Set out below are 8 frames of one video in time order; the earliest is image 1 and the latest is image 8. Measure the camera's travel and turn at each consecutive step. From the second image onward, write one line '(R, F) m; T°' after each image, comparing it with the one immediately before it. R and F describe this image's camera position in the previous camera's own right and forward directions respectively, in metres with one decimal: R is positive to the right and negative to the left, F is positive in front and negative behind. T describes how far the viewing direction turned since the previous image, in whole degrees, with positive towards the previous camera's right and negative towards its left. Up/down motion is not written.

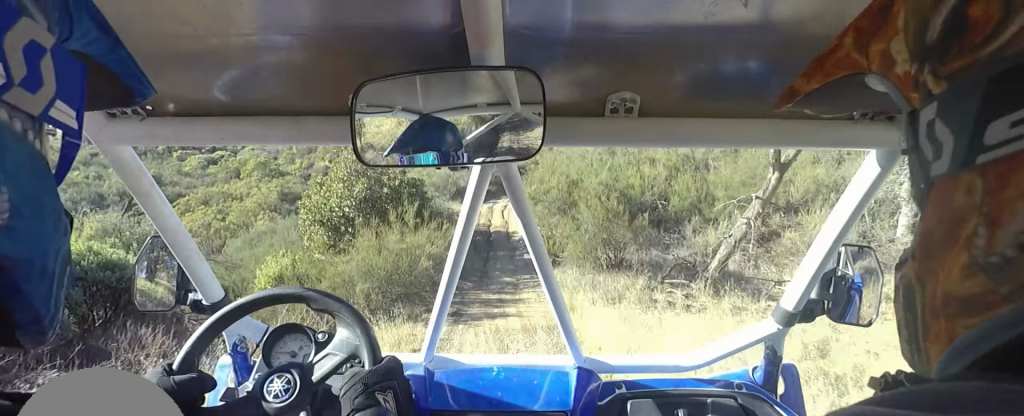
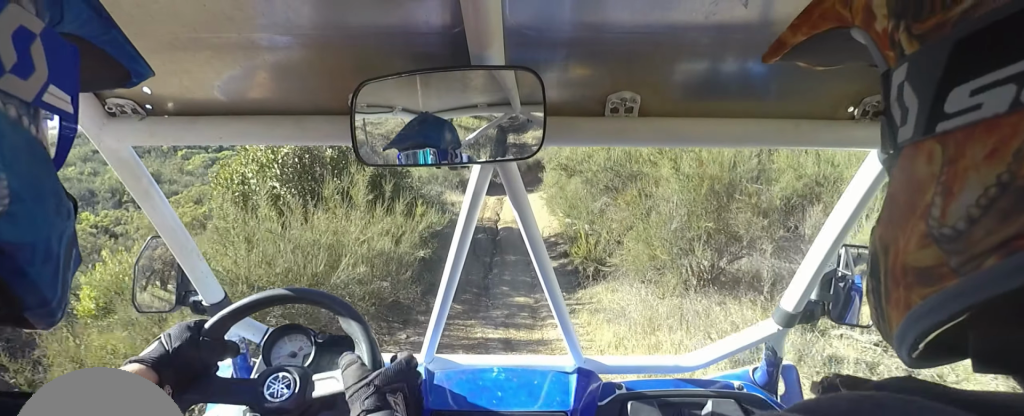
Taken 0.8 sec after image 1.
(-0.6, +5.4) m; -8°
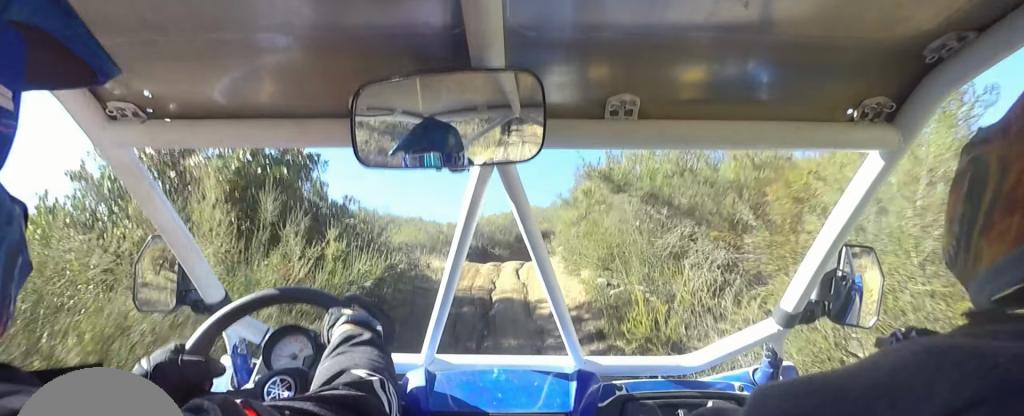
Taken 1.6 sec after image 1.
(-0.8, +5.1) m; 0°
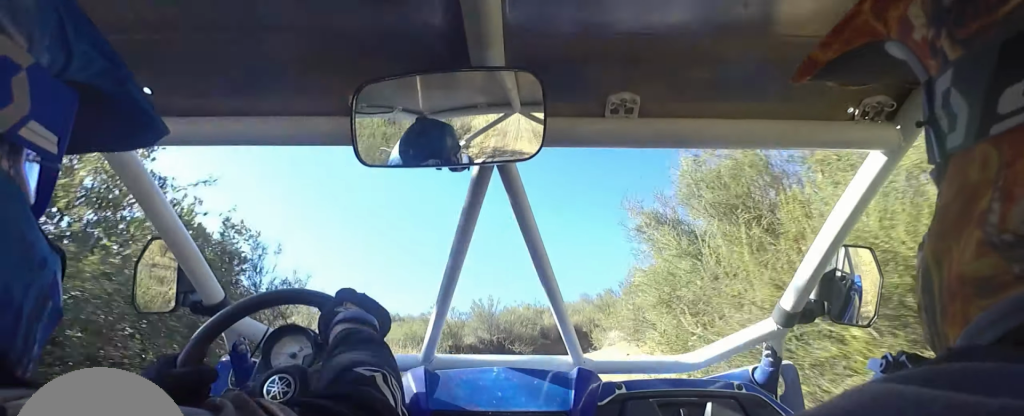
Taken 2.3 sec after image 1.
(+0.8, +5.2) m; +11°
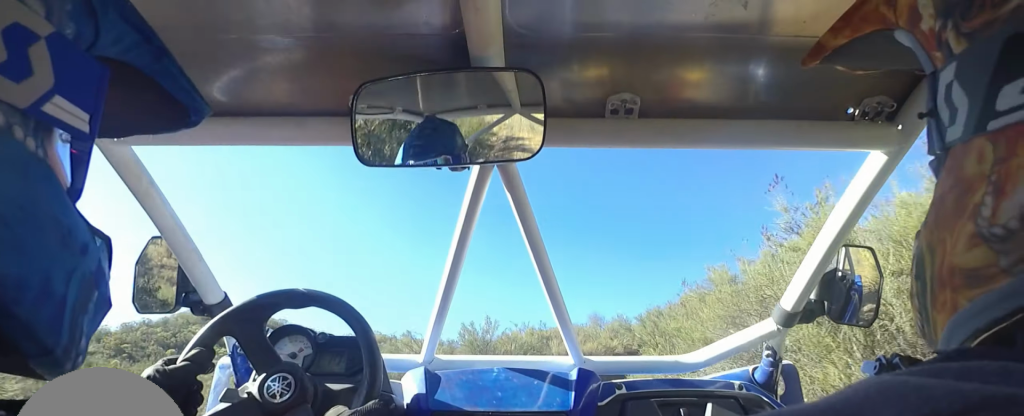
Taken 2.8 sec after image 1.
(+0.3, +3.8) m; +2°
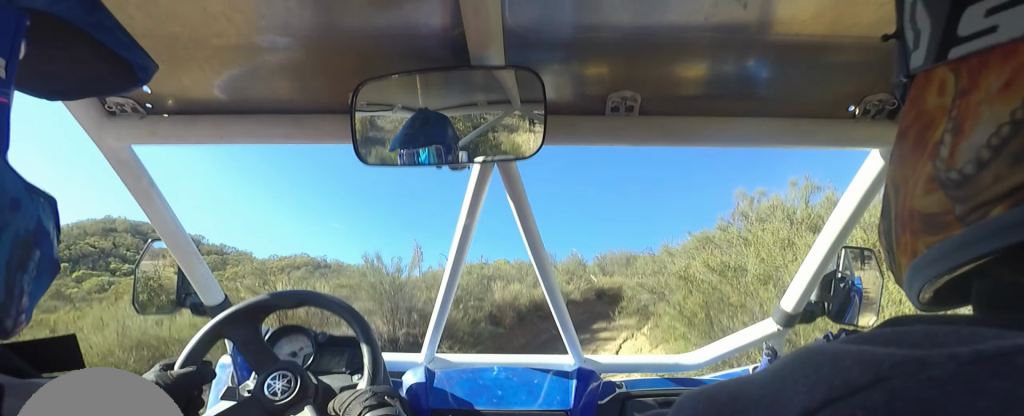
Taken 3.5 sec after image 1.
(+0.3, +4.8) m; 0°
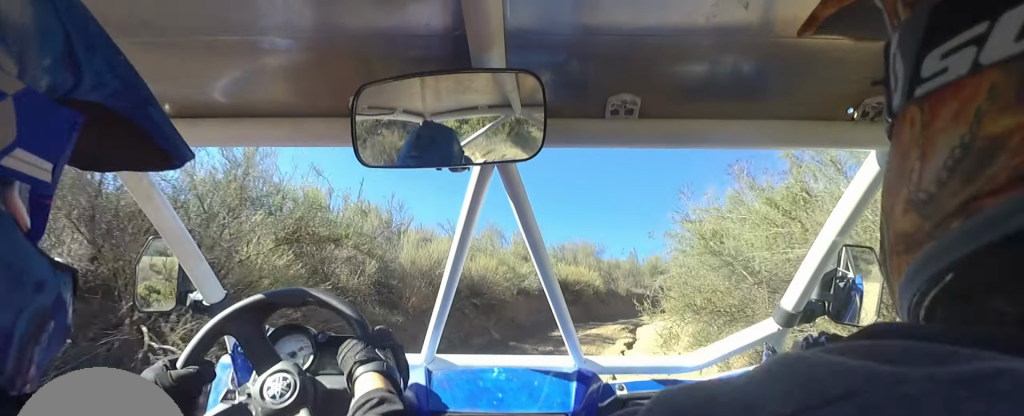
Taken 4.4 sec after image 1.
(-0.5, +6.7) m; +3°
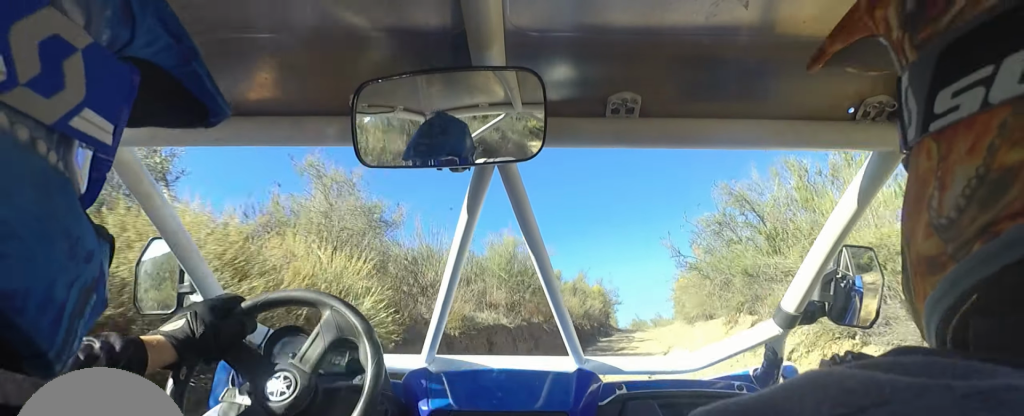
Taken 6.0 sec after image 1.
(+3.4, +11.6) m; +29°
